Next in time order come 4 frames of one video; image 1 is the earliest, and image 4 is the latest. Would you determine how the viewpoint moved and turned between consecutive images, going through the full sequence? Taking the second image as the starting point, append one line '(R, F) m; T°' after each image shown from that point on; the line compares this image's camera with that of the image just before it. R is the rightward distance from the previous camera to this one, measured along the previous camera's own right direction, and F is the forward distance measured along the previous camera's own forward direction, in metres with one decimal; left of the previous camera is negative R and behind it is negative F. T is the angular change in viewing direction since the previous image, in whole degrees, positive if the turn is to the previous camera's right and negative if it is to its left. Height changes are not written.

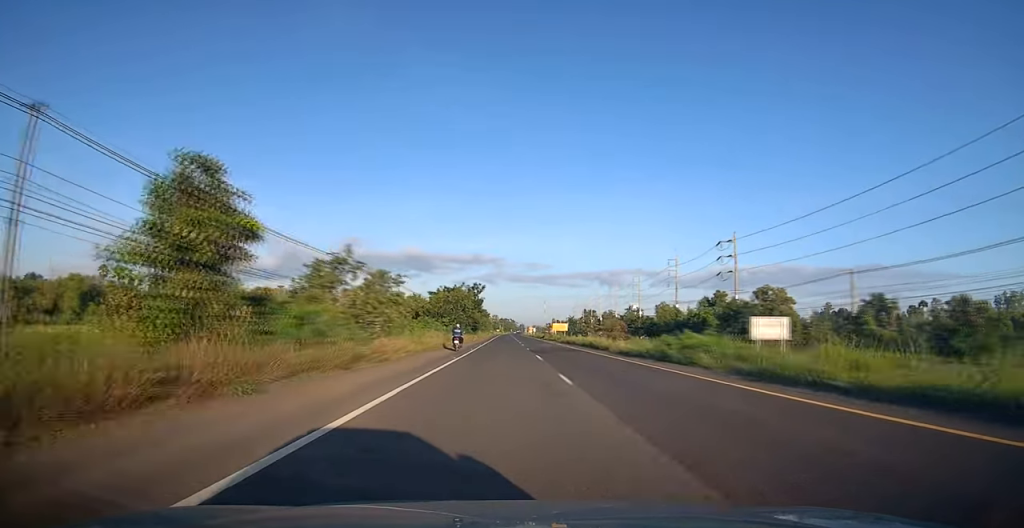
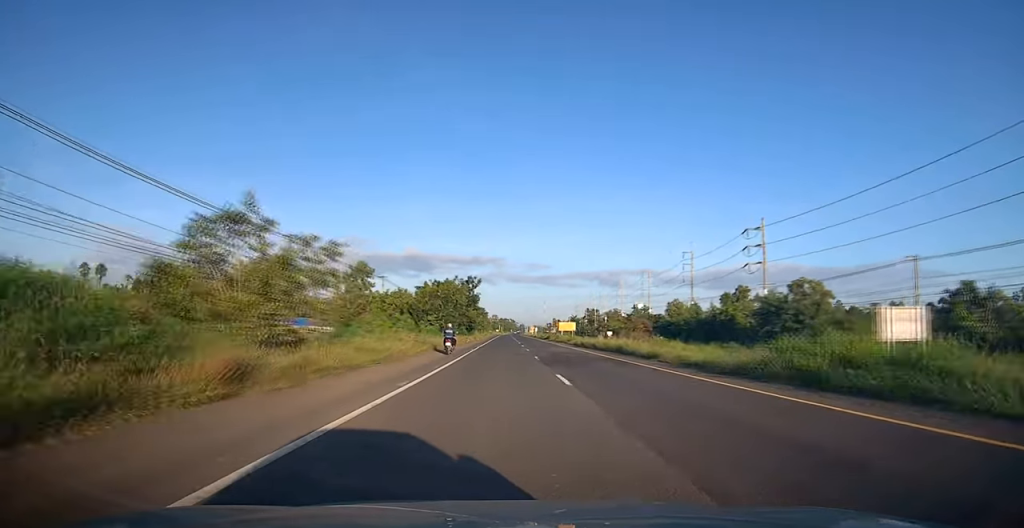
(+0.1, +11.6) m; 0°
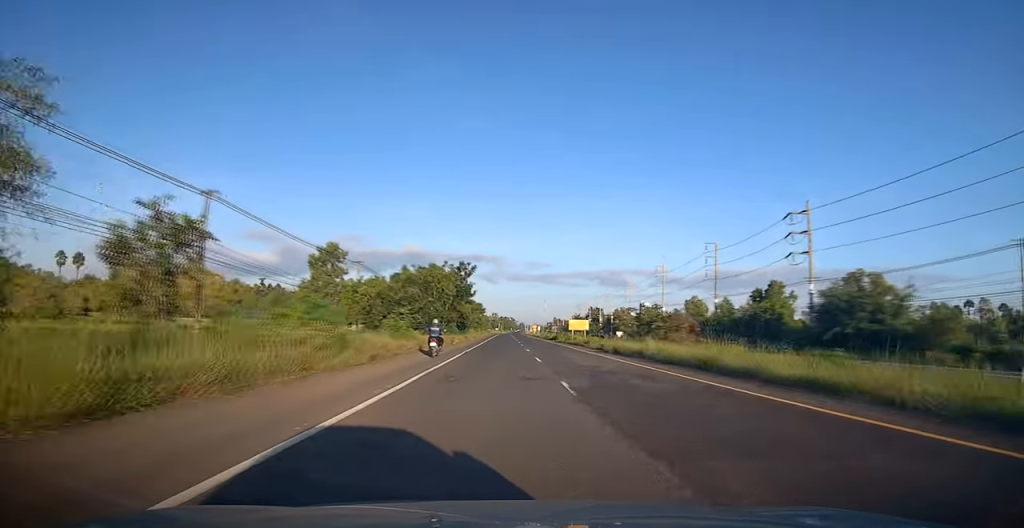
(0.0, +13.9) m; -1°
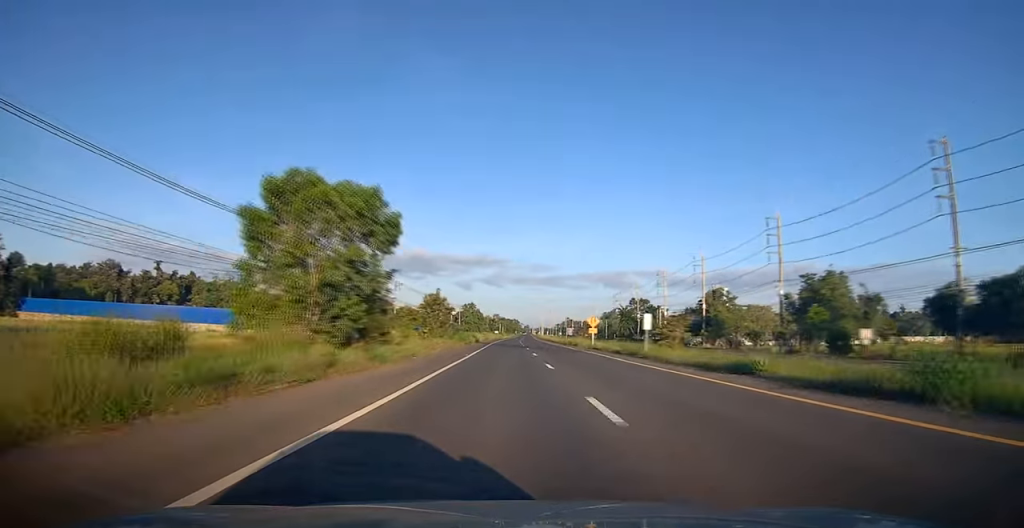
(-1.1, +99.2) m; 0°
